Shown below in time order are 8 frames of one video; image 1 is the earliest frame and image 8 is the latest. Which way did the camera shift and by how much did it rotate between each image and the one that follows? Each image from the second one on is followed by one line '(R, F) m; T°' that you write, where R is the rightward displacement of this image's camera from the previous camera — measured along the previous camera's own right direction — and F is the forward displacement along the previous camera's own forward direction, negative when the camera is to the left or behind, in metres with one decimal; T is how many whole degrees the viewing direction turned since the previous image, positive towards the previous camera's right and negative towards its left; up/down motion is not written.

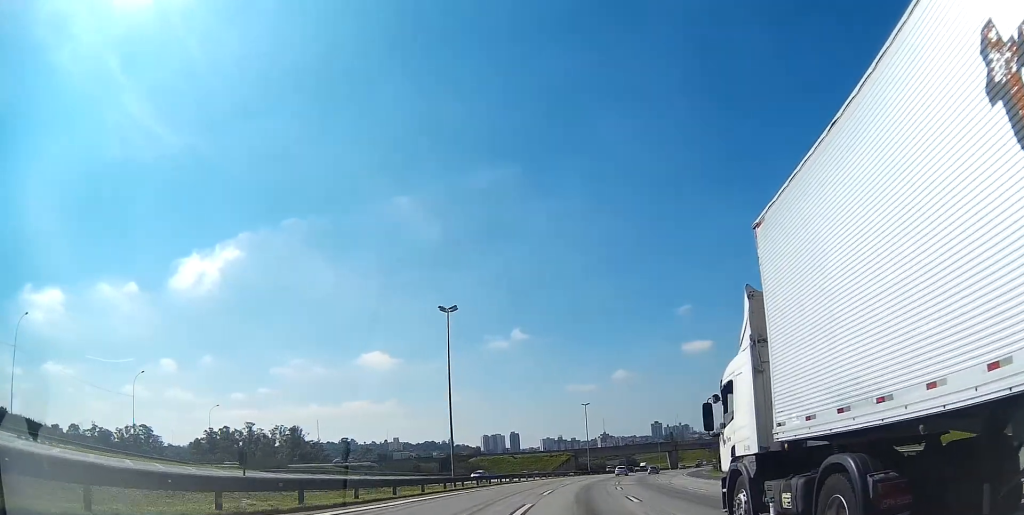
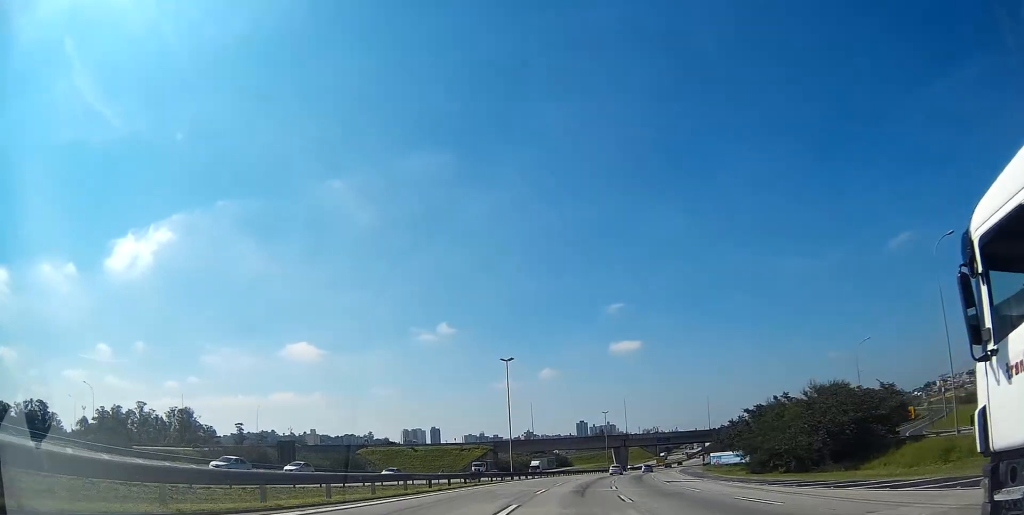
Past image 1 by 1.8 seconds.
(+2.3, +45.7) m; +7°
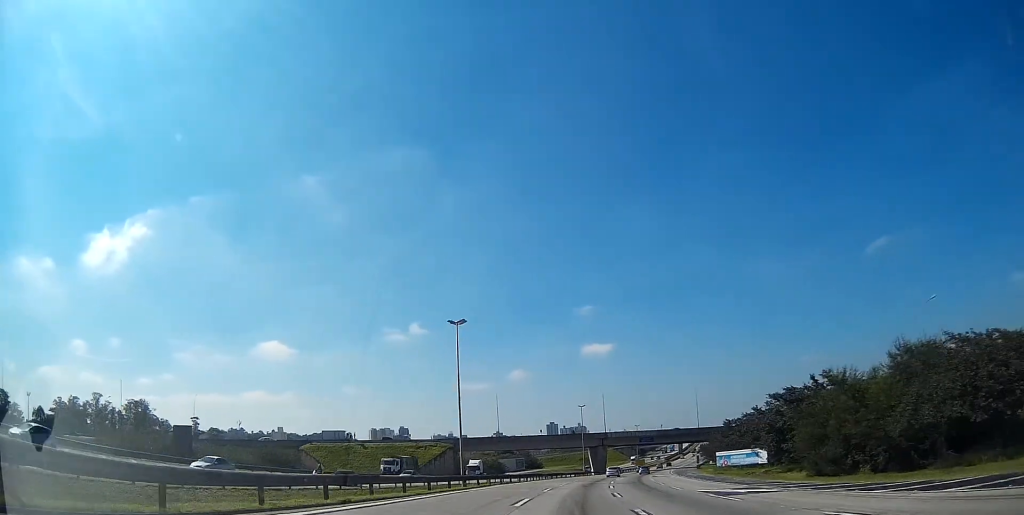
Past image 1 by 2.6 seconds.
(+0.8, +18.9) m; +3°
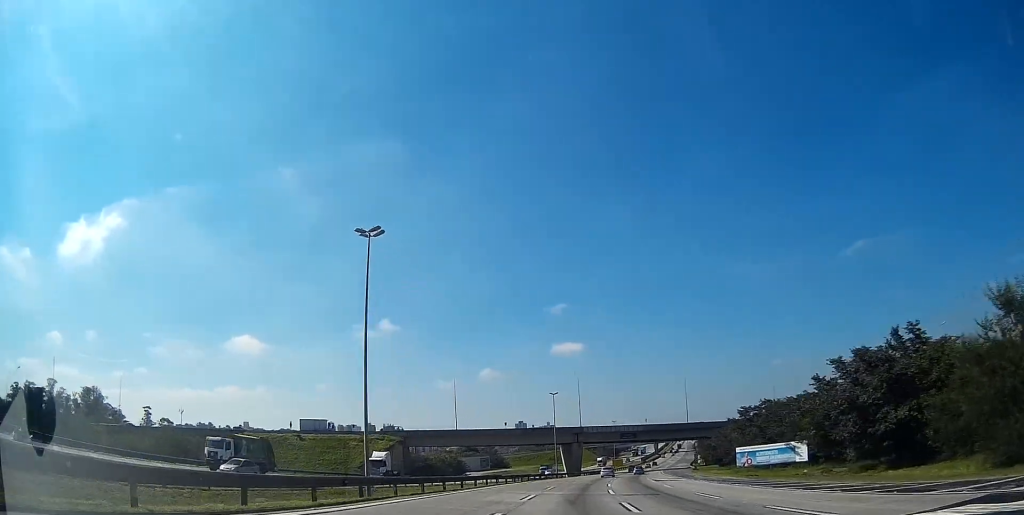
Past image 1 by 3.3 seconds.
(+0.7, +19.9) m; +3°
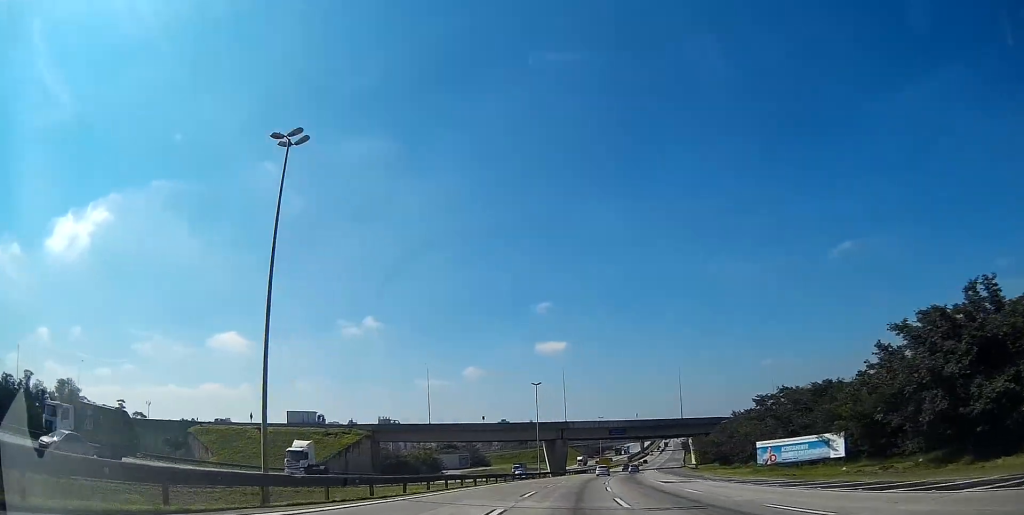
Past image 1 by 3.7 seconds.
(+0.1, +10.4) m; +2°
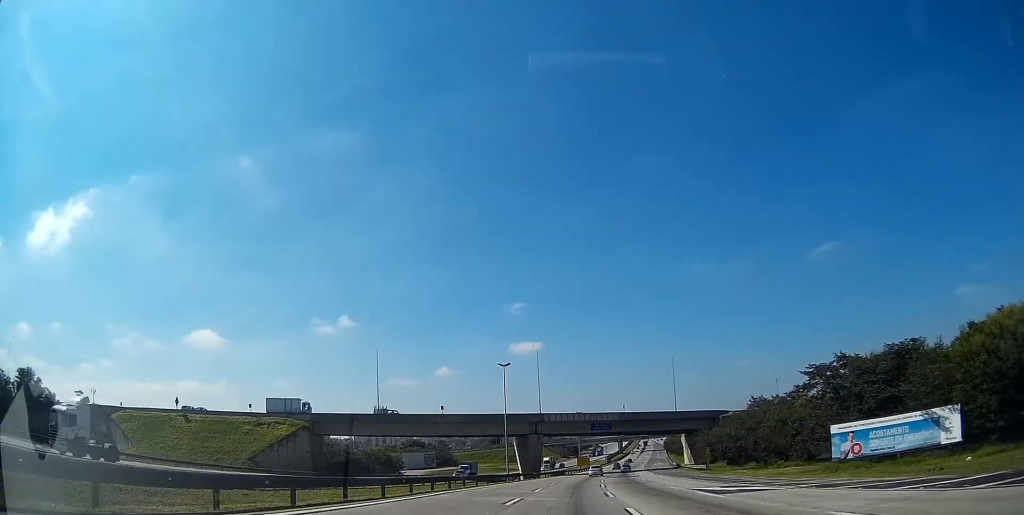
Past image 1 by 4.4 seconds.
(+0.4, +17.5) m; +2°
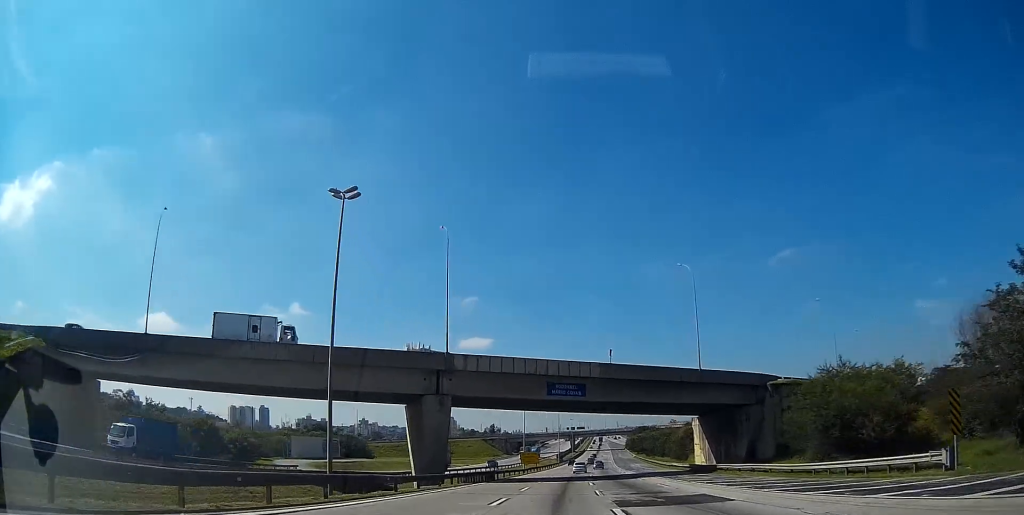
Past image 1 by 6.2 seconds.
(+2.5, +47.7) m; +7°
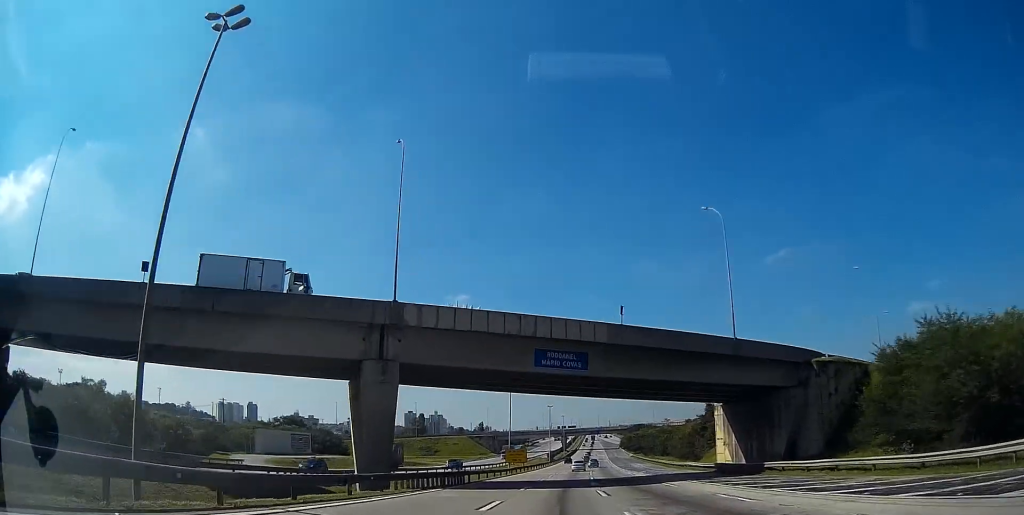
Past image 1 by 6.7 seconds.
(+0.4, +14.2) m; +2°
